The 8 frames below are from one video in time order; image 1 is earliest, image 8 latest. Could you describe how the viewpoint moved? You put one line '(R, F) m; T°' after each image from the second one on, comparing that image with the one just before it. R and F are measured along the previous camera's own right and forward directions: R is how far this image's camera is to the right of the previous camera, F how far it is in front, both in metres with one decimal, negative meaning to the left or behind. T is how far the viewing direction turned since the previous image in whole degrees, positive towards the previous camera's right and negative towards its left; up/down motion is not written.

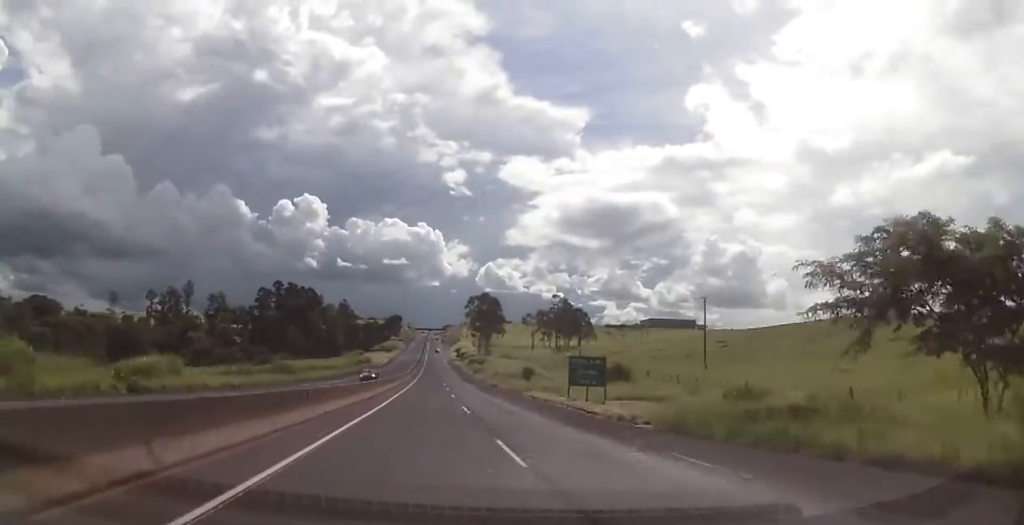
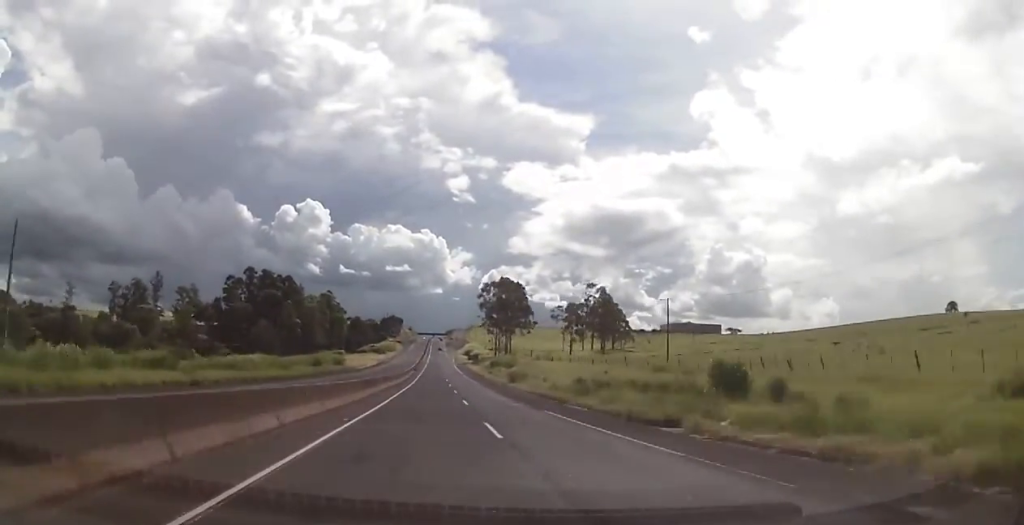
(-0.2, +58.5) m; 0°
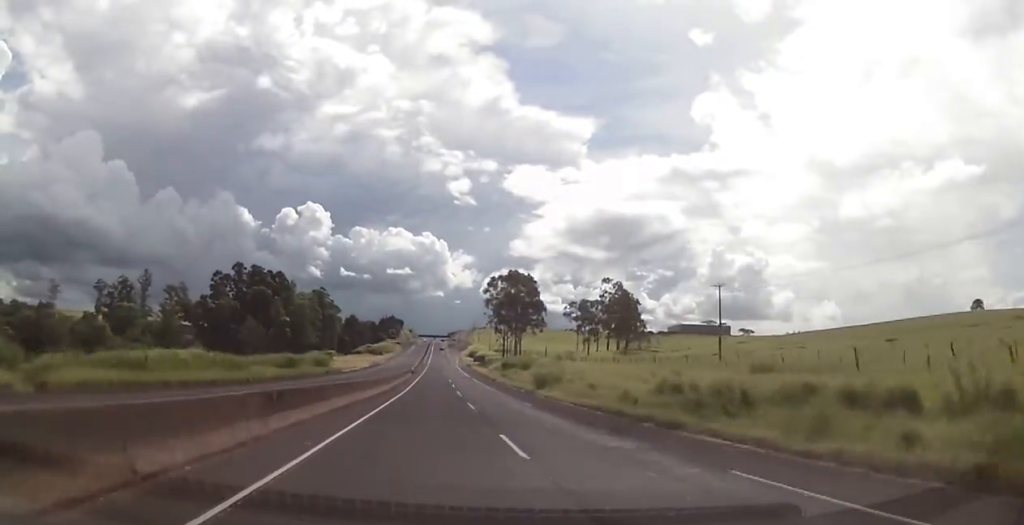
(+0.2, +19.0) m; 0°
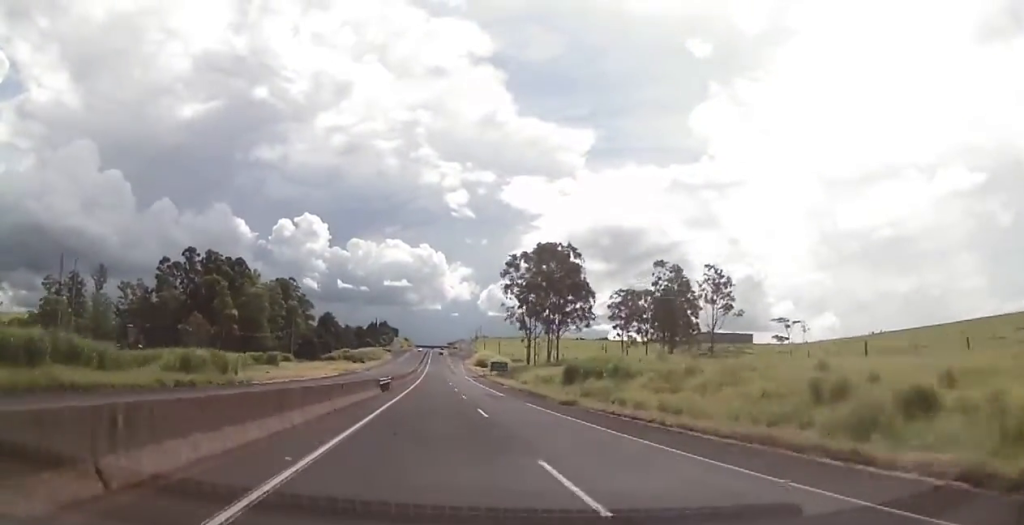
(-0.2, +52.6) m; 0°
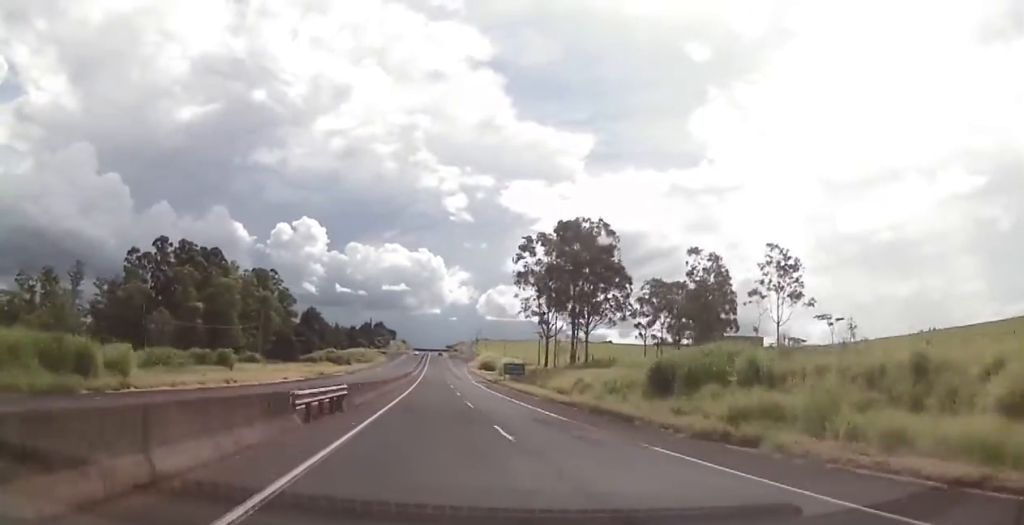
(+0.1, +22.9) m; 0°
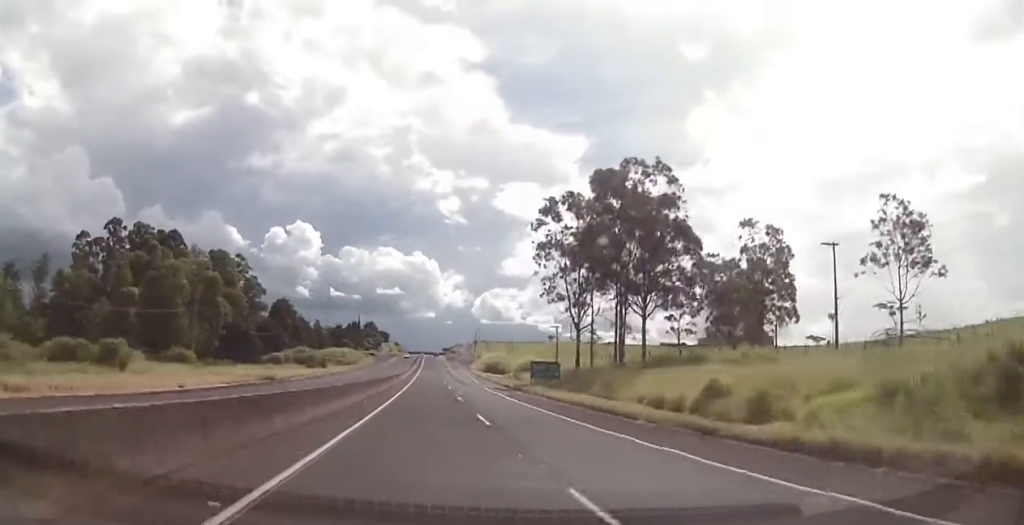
(-0.3, +27.7) m; -1°
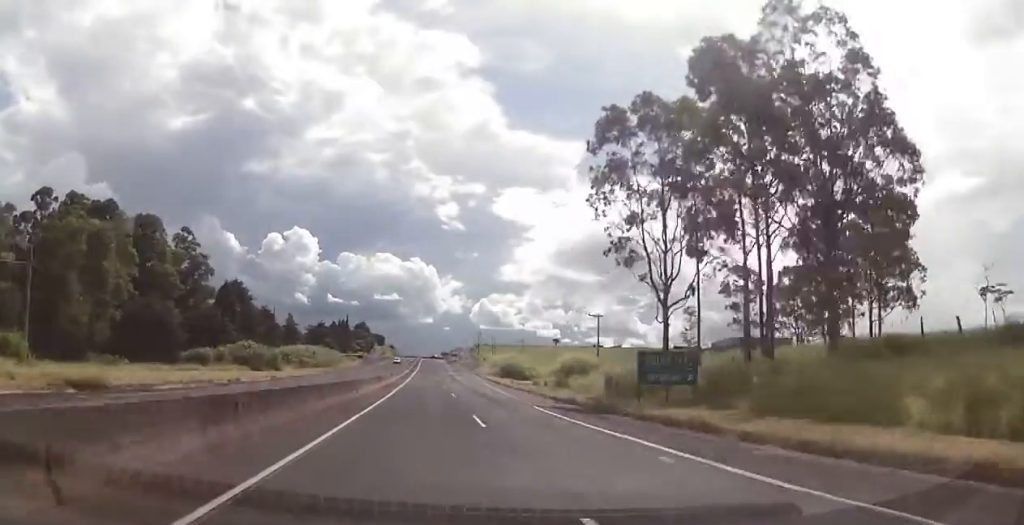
(0.0, +33.7) m; +1°
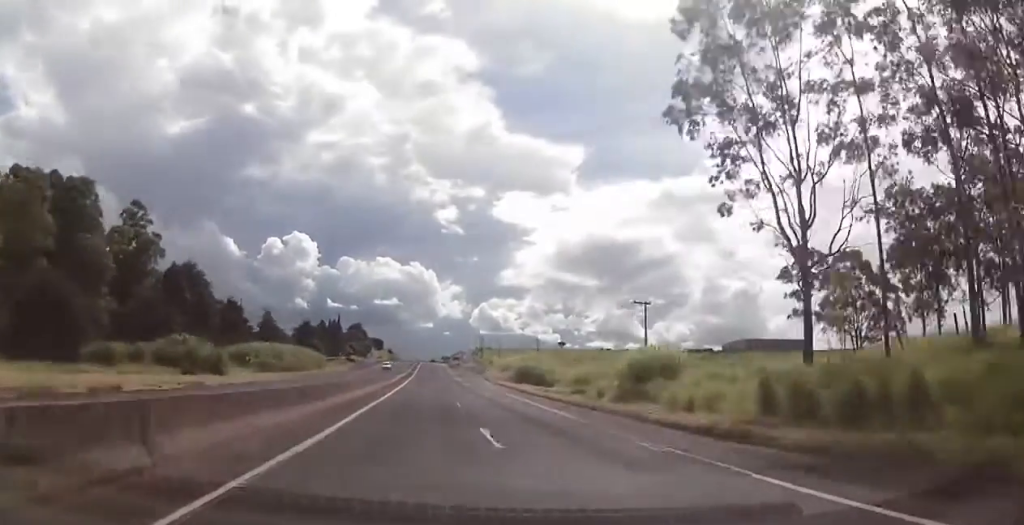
(+0.2, +21.7) m; 0°
